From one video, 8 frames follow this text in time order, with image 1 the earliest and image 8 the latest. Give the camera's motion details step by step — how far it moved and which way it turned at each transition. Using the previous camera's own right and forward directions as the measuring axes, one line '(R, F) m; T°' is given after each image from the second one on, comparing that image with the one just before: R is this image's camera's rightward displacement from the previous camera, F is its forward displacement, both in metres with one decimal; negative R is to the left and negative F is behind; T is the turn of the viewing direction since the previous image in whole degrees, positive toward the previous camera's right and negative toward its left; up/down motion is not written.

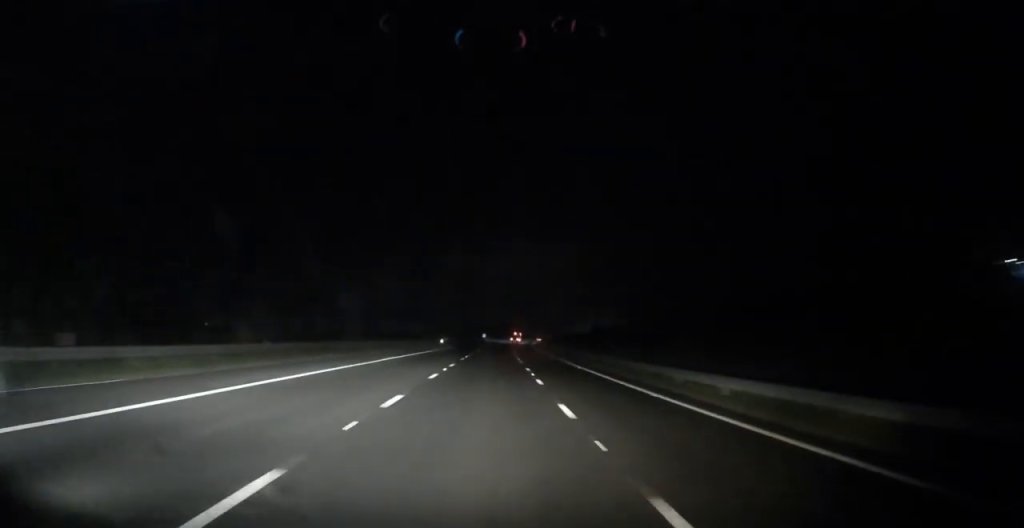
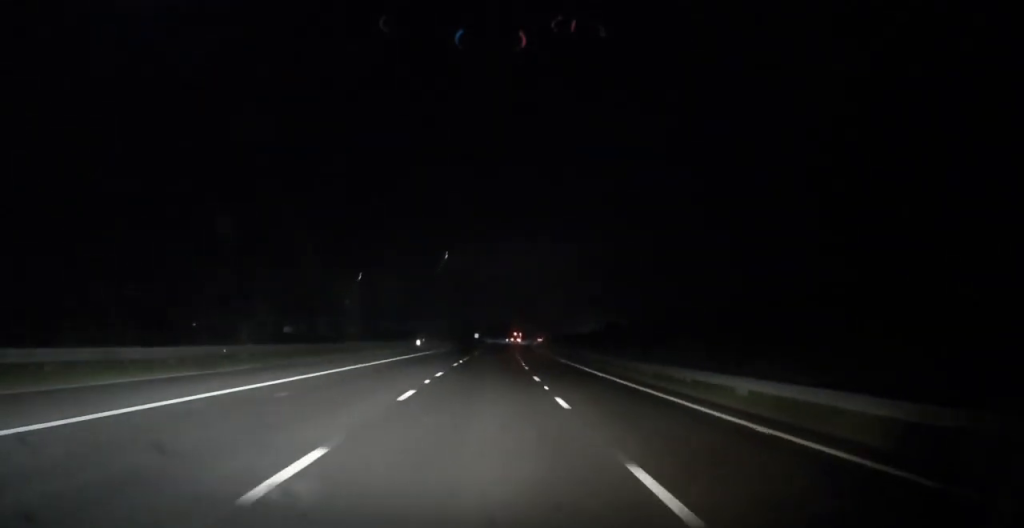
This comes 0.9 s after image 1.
(+0.1, +26.1) m; +1°
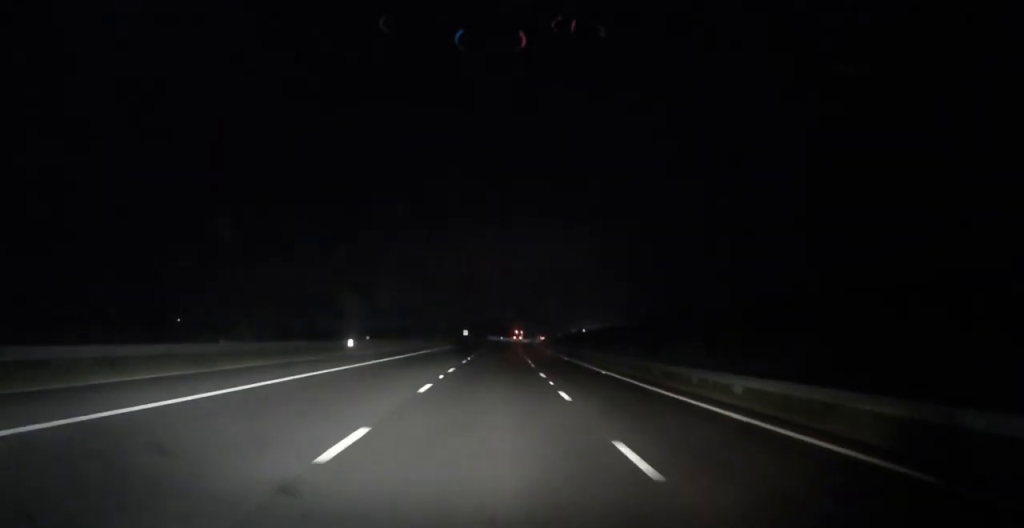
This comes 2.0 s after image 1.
(+0.3, +35.2) m; +1°
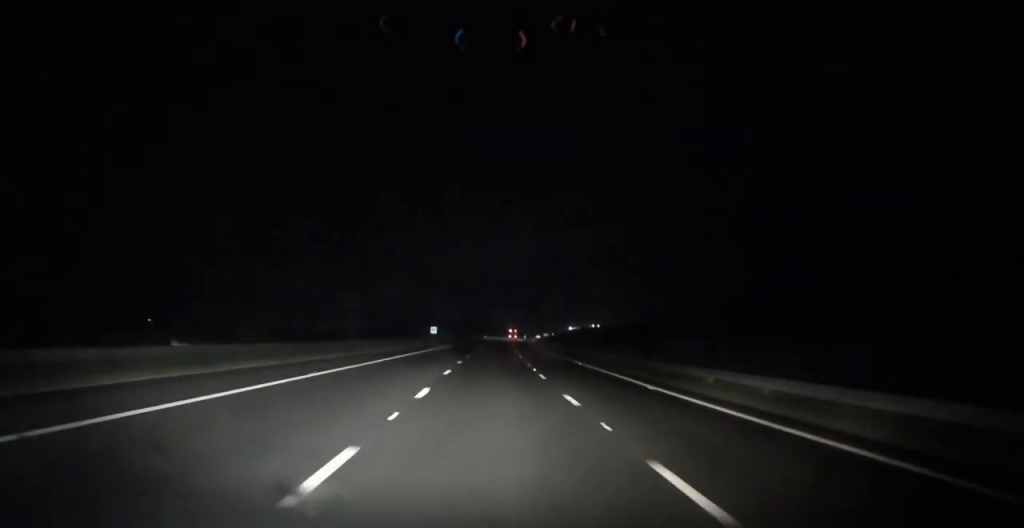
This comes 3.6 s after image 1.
(+0.4, +47.2) m; +1°
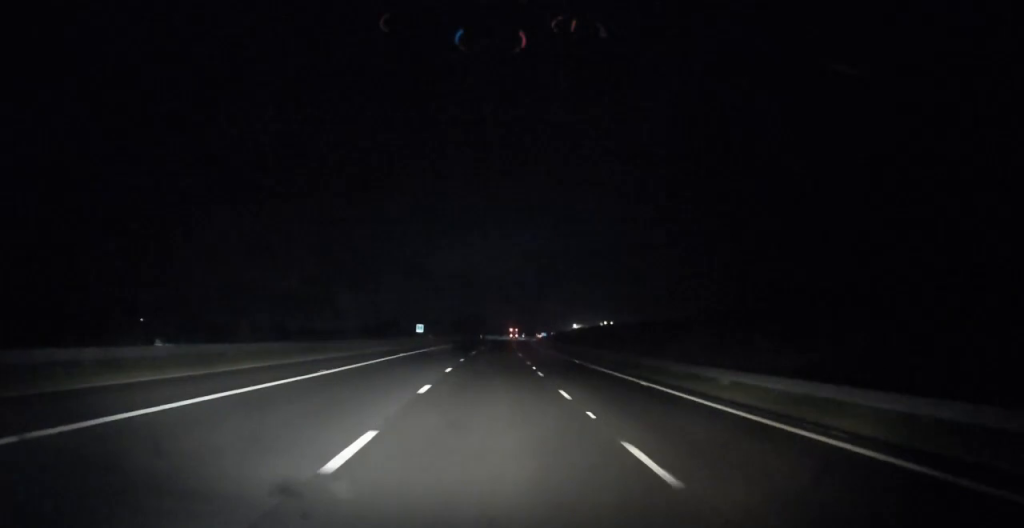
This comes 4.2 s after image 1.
(+0.1, +17.0) m; 0°
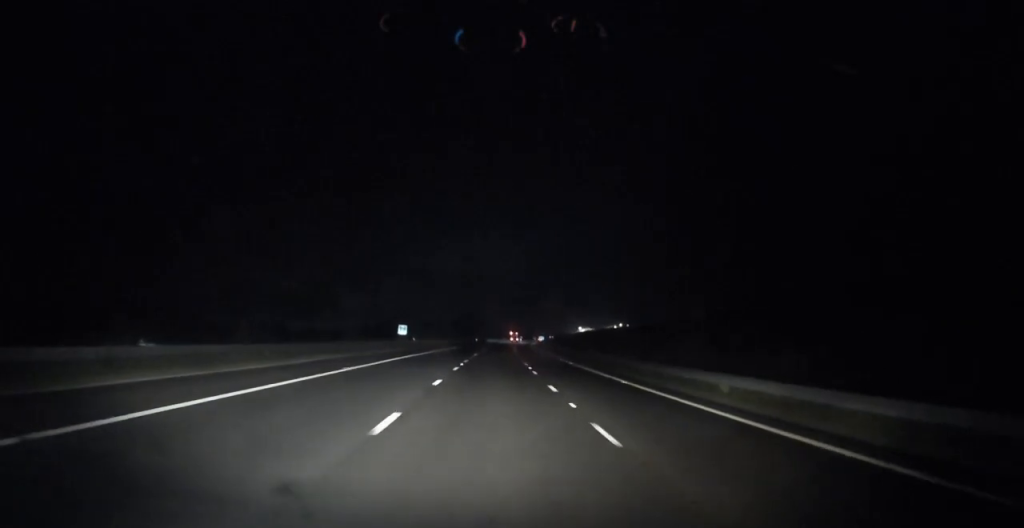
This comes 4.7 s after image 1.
(+0.1, +14.9) m; 0°
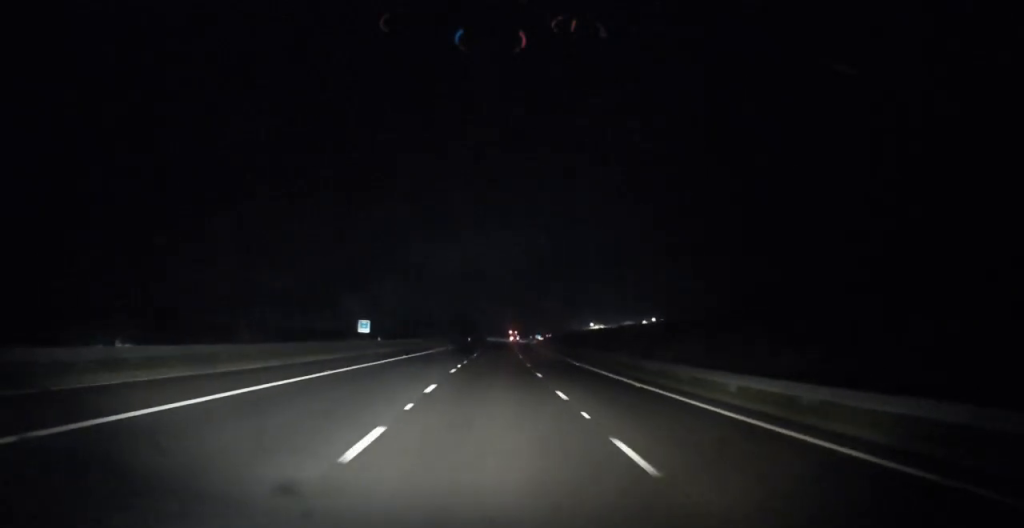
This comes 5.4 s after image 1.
(+0.1, +20.8) m; 0°
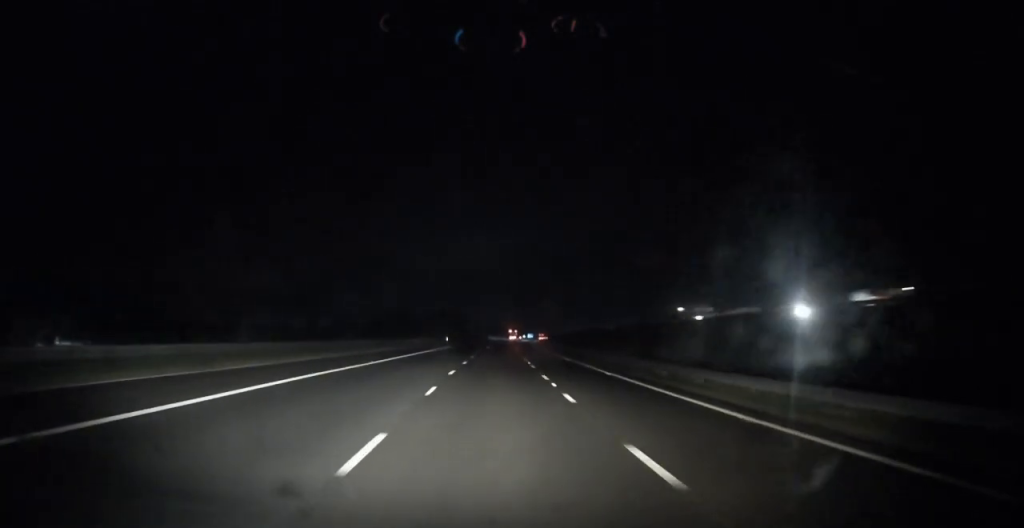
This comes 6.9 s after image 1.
(+0.3, +46.5) m; +1°
